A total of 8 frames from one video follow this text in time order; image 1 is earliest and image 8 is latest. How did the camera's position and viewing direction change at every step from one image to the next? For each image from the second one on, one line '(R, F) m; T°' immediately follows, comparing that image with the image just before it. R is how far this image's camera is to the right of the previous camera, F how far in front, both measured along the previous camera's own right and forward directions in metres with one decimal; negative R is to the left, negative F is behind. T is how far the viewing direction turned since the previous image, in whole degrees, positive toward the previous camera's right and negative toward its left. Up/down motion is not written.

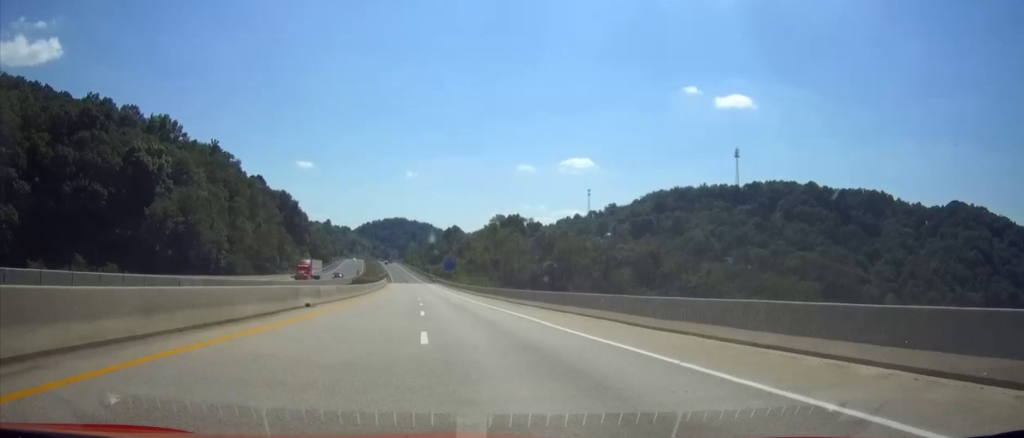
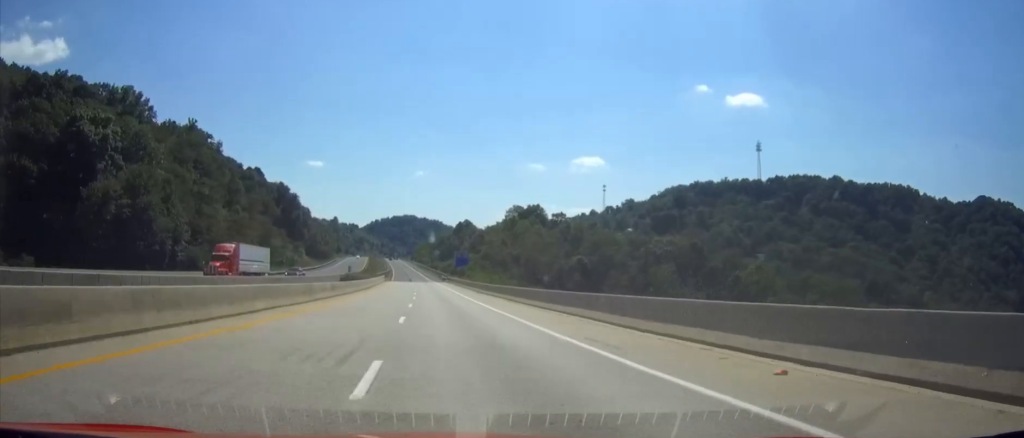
(-0.2, +30.2) m; -1°
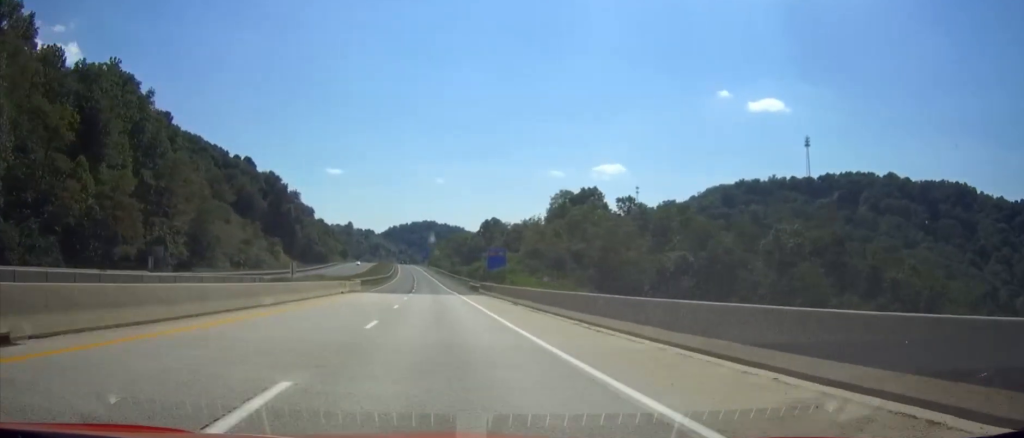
(-0.9, +63.6) m; -2°
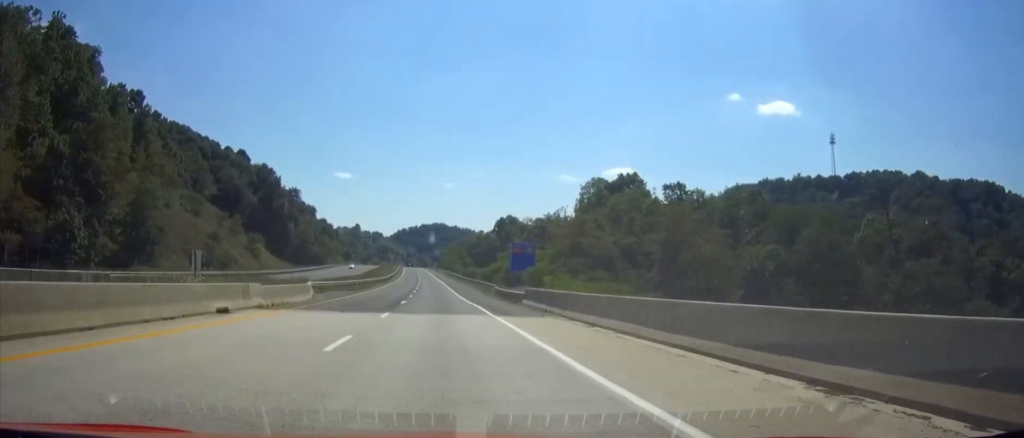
(-0.3, +30.0) m; -1°
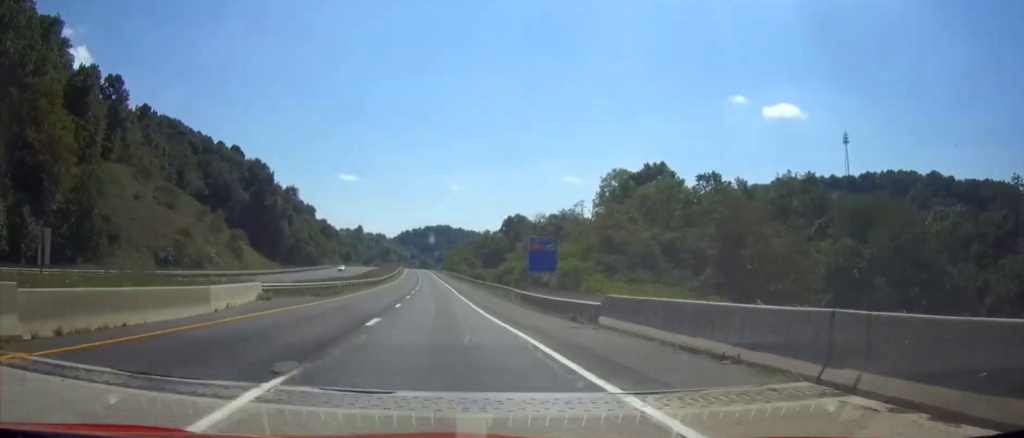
(-0.1, +17.3) m; 0°
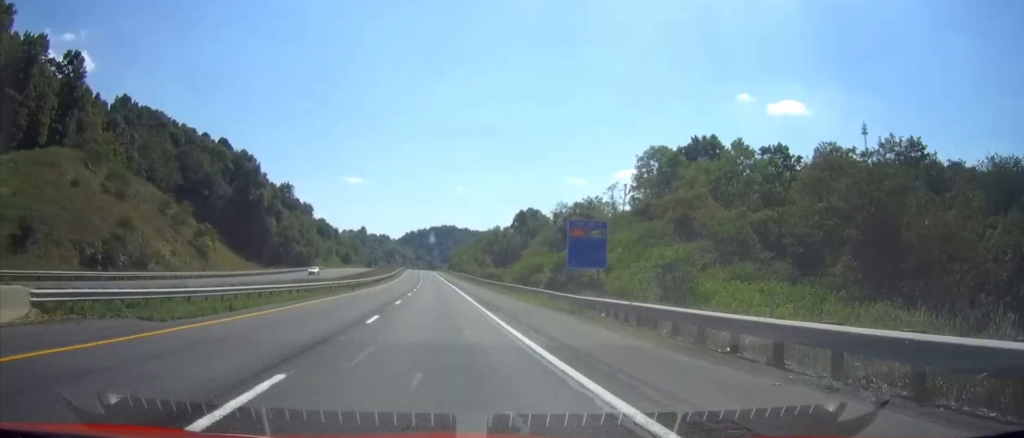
(-0.1, +25.3) m; -1°
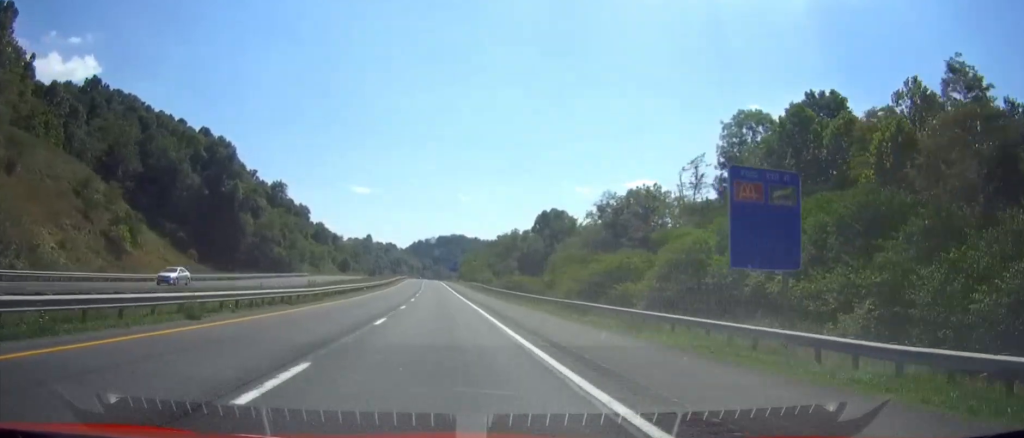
(-0.3, +36.9) m; -1°
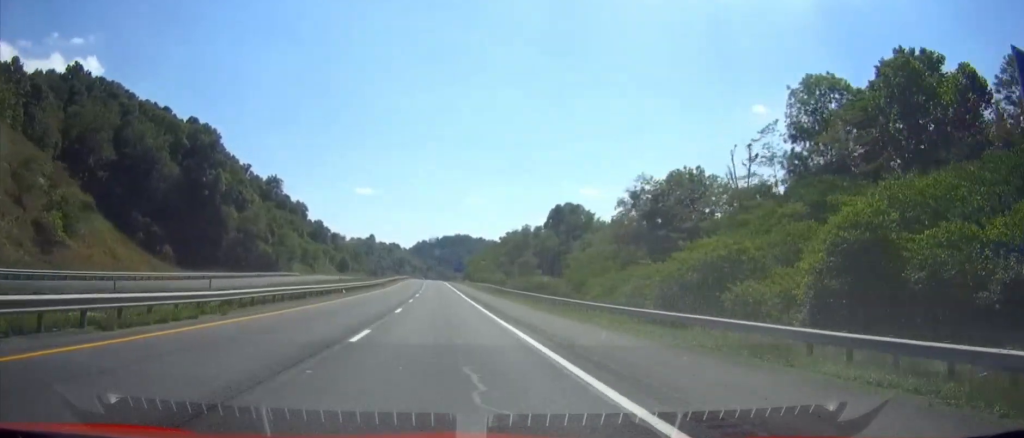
(-0.1, +18.4) m; 0°
